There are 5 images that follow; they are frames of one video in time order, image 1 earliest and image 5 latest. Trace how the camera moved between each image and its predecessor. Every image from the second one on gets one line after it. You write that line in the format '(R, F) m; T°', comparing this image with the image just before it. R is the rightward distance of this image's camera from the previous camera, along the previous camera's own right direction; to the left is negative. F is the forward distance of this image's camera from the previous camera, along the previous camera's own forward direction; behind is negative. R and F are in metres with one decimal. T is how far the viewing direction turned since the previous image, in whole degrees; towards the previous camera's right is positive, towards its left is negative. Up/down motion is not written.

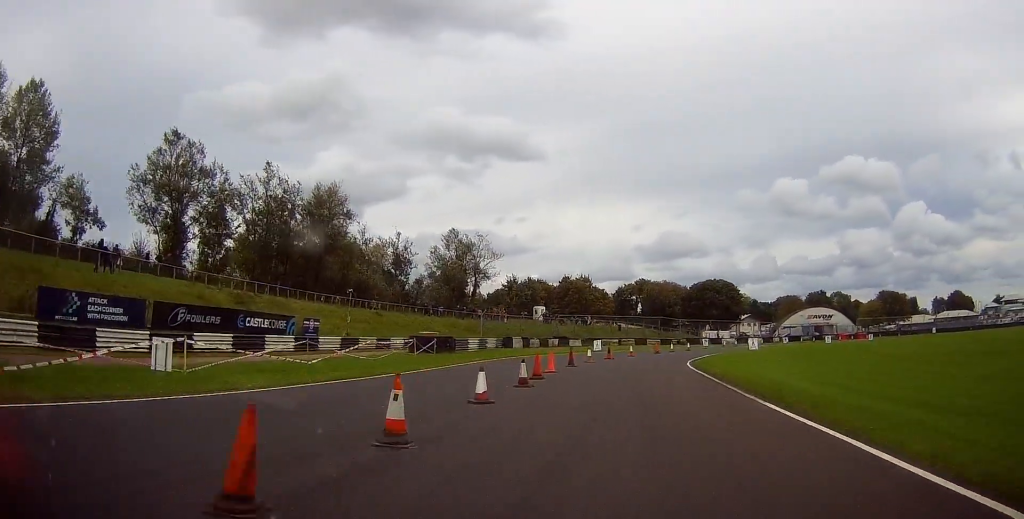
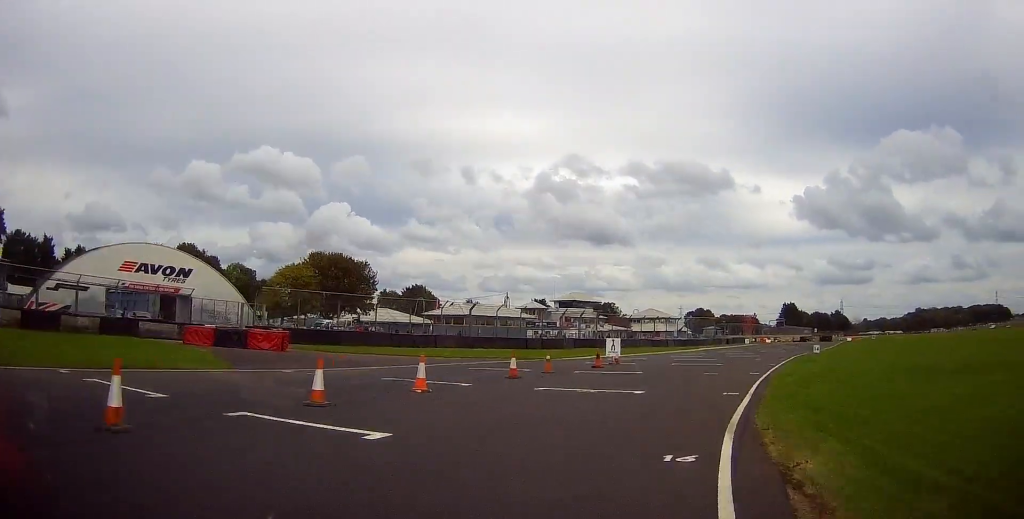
(+32.2, +81.4) m; +48°
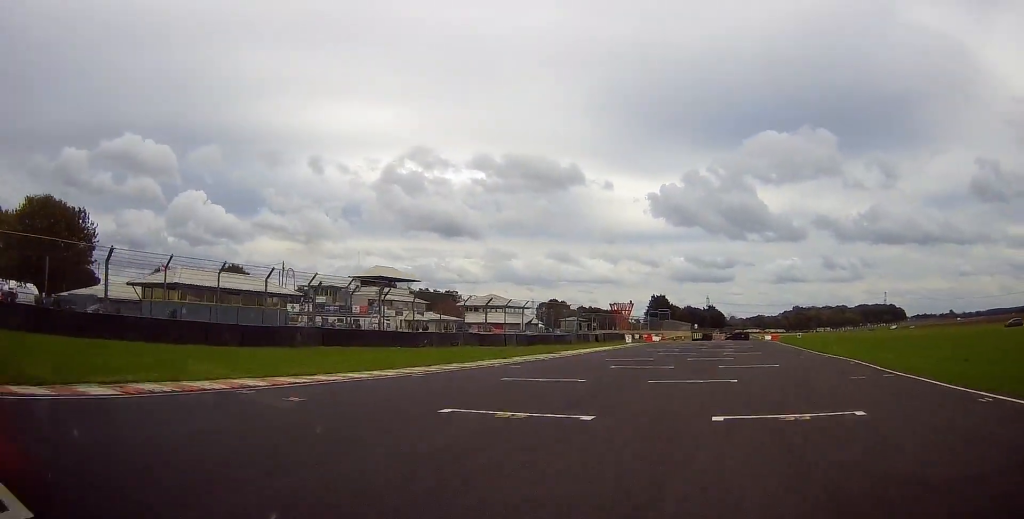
(+5.7, +34.1) m; +14°
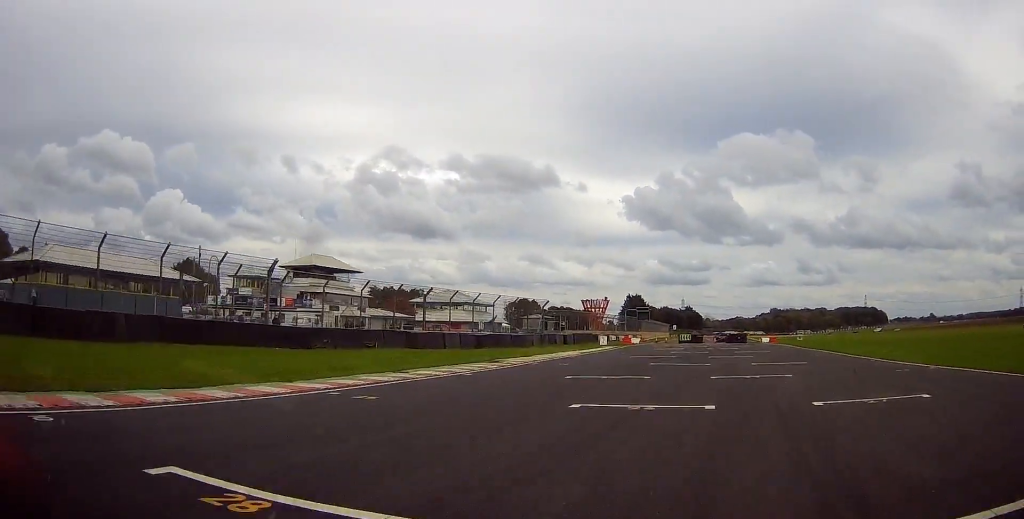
(+0.5, +13.6) m; +3°
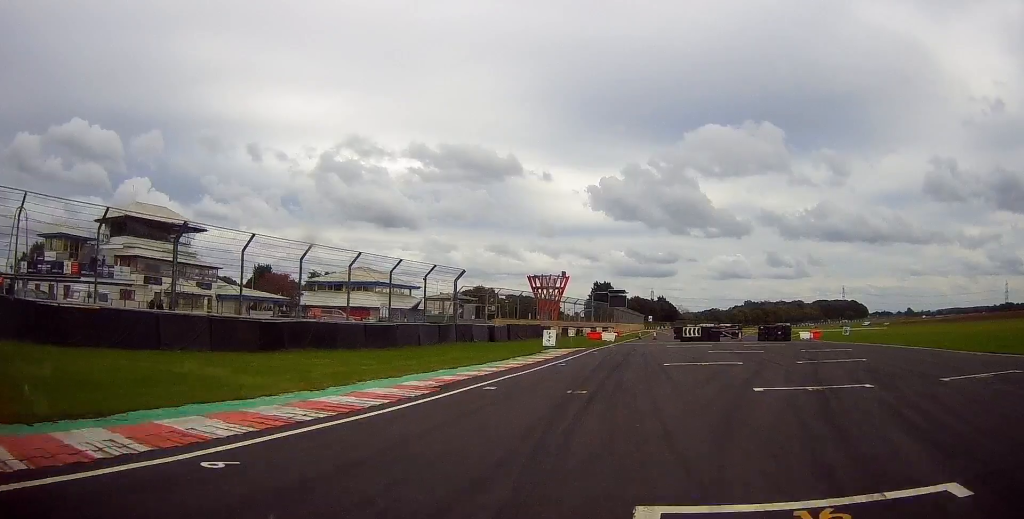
(+0.7, +28.6) m; +3°
